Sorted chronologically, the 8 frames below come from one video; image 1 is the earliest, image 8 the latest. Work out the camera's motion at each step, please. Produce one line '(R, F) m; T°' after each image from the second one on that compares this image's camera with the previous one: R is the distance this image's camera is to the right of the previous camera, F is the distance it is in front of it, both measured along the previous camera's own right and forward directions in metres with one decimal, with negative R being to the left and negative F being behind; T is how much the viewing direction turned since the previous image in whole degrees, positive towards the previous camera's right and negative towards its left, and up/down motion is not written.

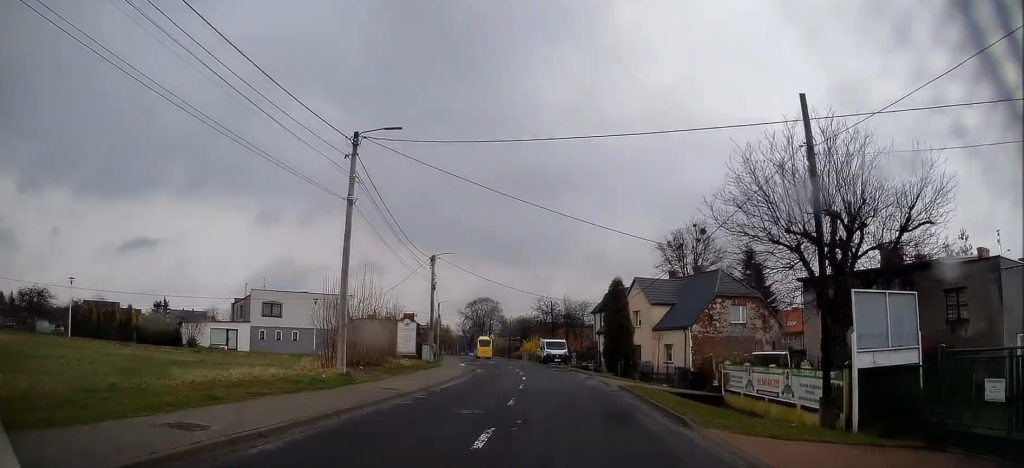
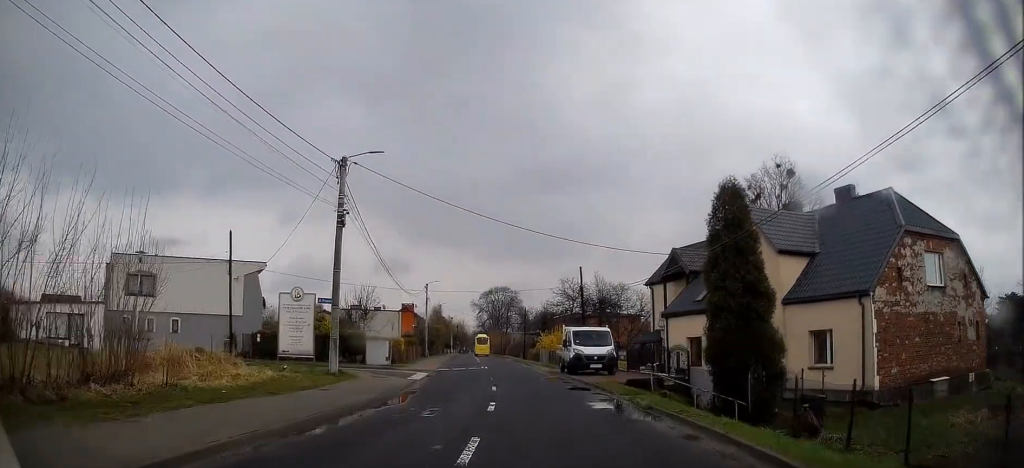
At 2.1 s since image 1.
(+0.2, +25.3) m; -1°
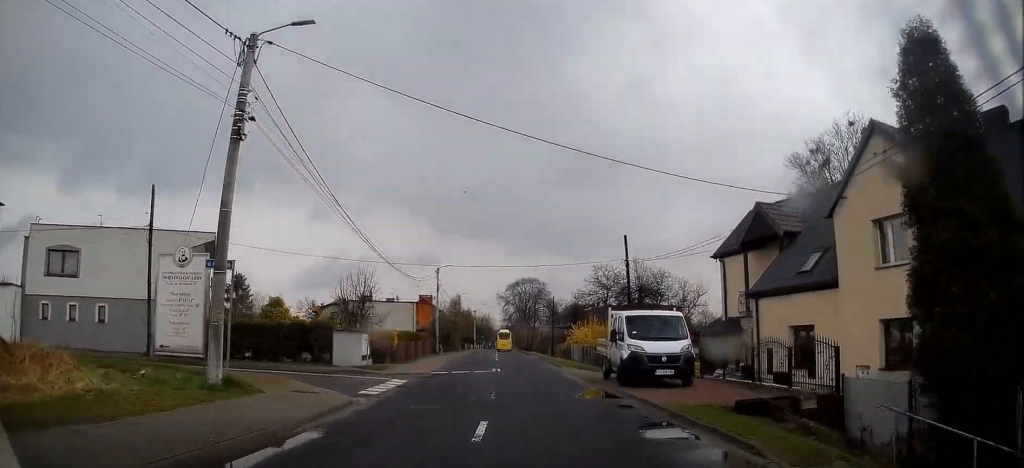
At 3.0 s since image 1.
(-0.2, +10.4) m; -2°
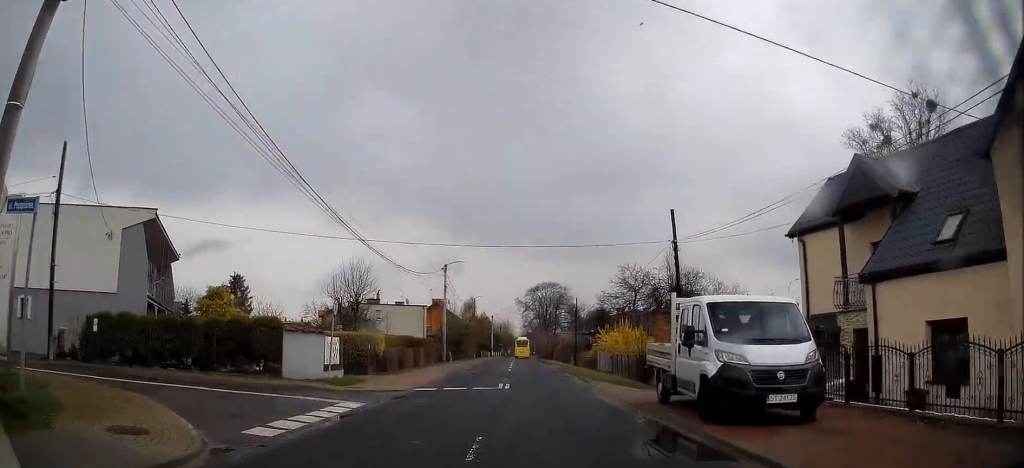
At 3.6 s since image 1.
(-0.1, +7.2) m; -2°
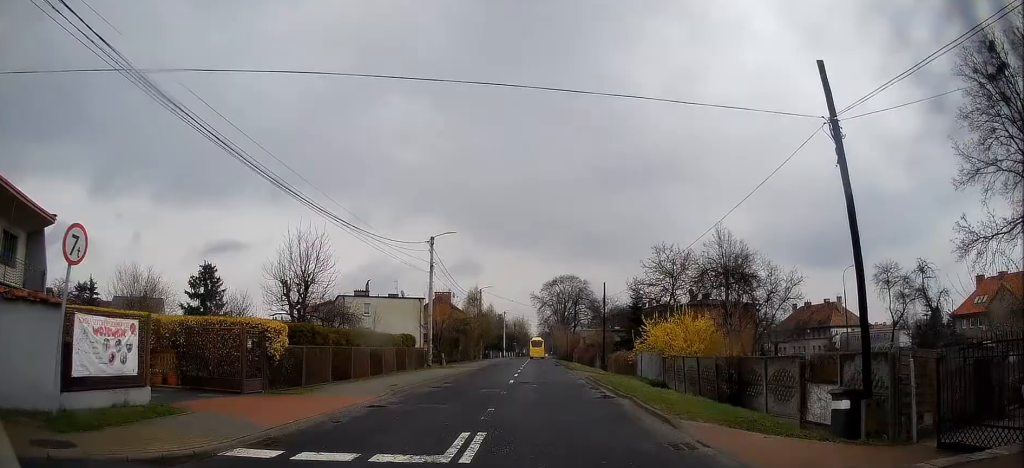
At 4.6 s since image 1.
(-0.2, +12.6) m; -2°
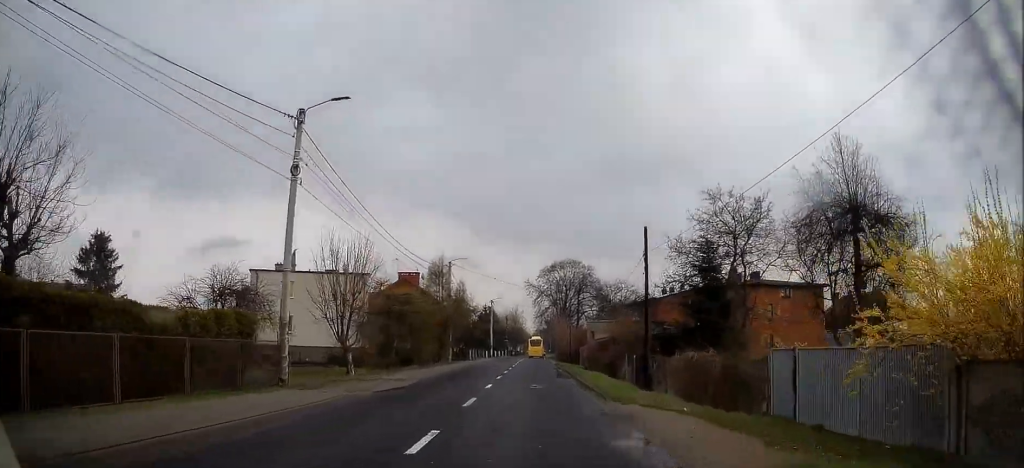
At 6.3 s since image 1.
(-0.5, +21.5) m; -2°
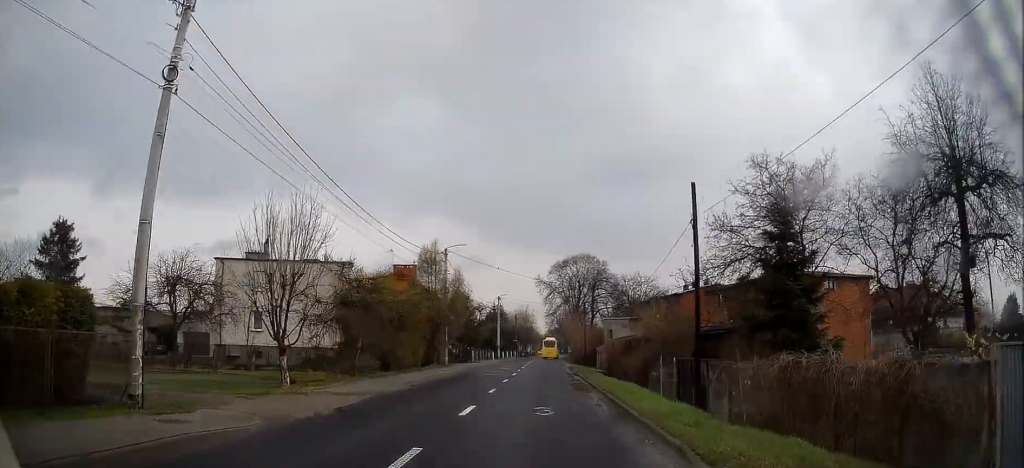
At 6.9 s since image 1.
(0.0, +7.6) m; 0°
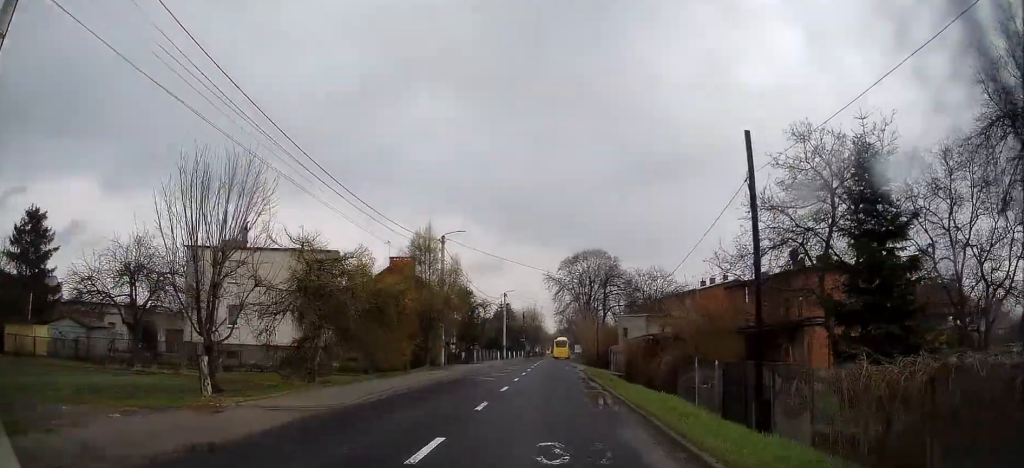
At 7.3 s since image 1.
(0.0, +5.0) m; 0°
